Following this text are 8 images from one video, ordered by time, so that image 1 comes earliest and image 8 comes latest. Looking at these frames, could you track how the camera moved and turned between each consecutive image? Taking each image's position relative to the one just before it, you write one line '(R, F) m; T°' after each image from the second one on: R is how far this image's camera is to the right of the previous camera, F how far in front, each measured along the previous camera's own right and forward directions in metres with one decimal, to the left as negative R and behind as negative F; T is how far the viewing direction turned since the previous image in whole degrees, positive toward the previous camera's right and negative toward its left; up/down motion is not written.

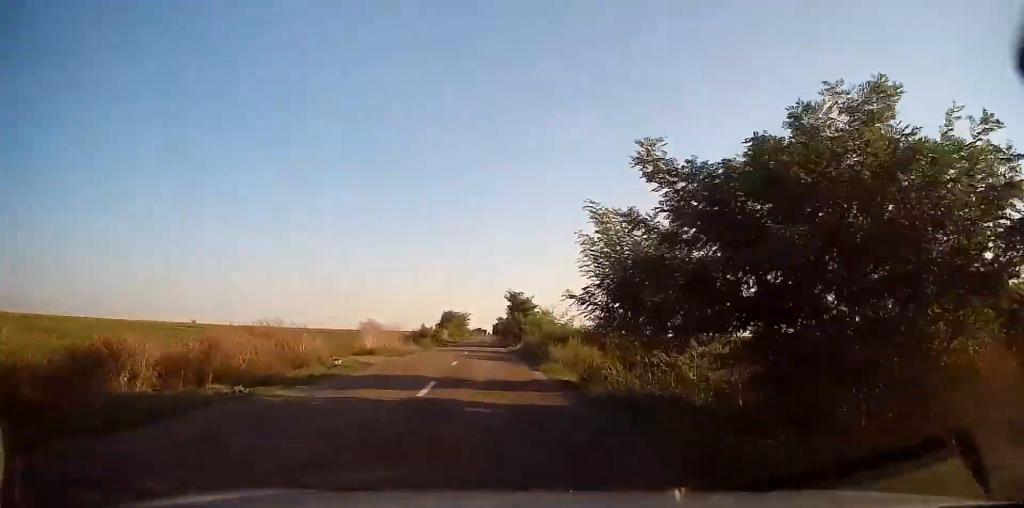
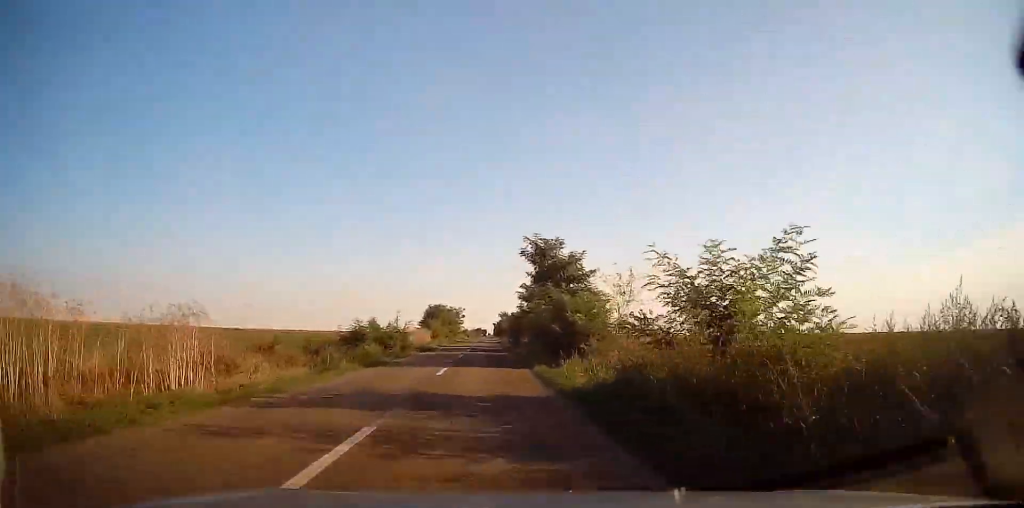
(+0.1, +28.5) m; 0°
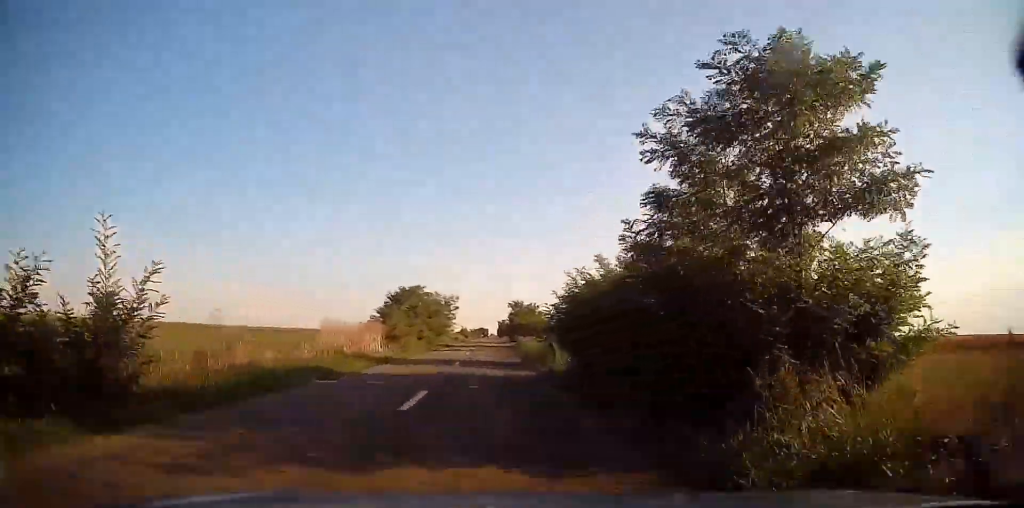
(-0.1, +31.5) m; -1°
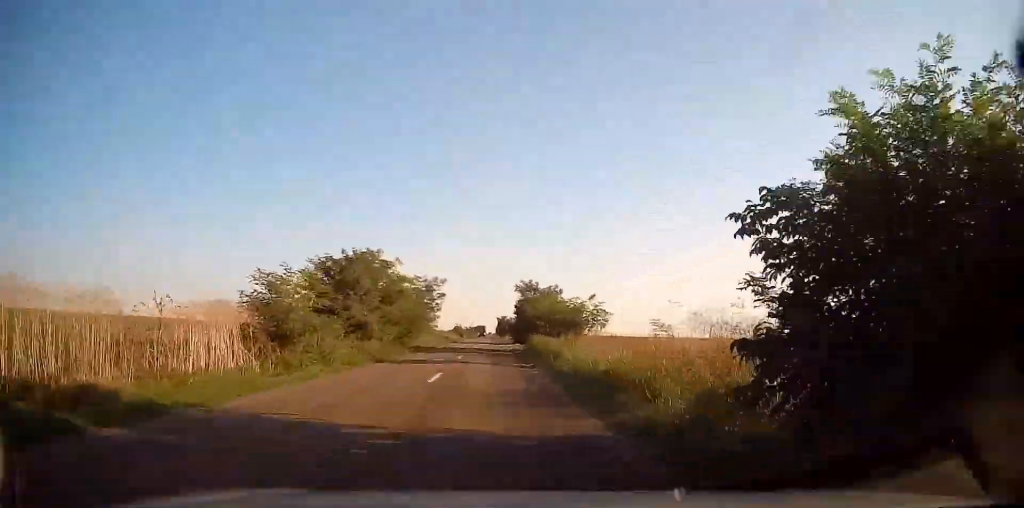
(-0.2, +19.8) m; 0°
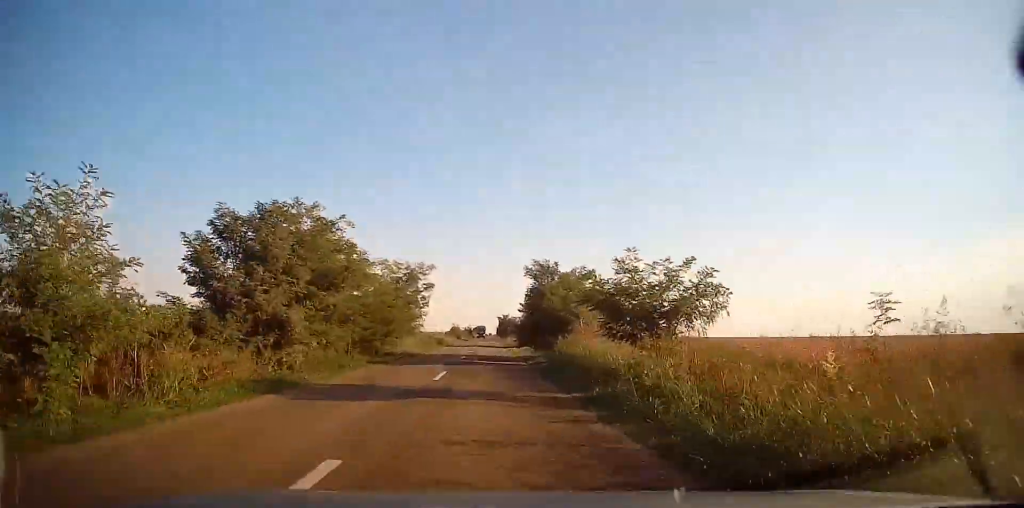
(0.0, +11.0) m; 0°
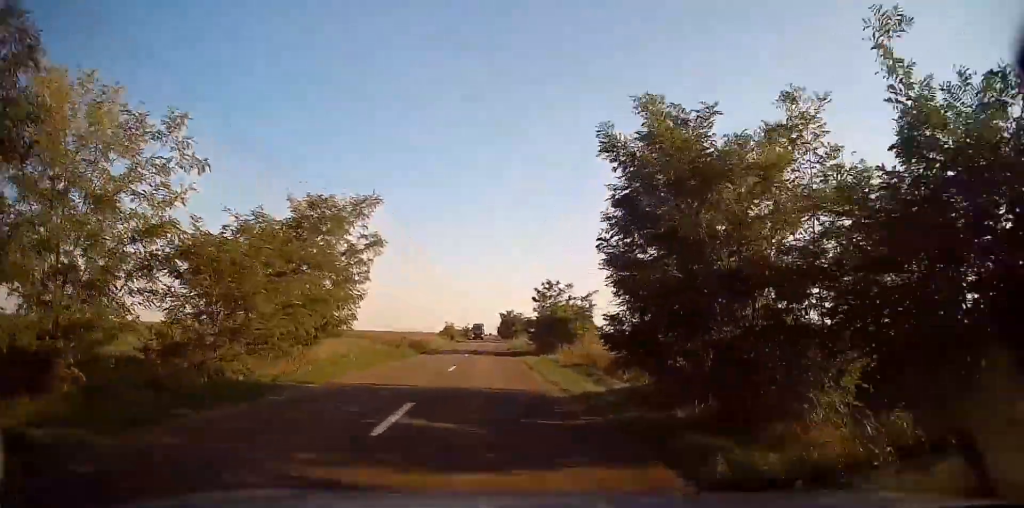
(+0.2, +19.9) m; +1°
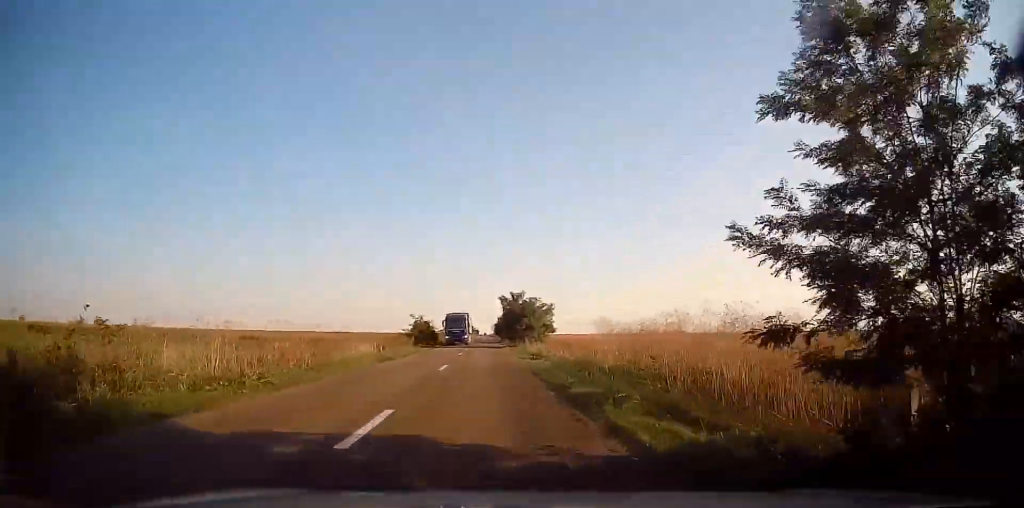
(+0.3, +37.4) m; +1°
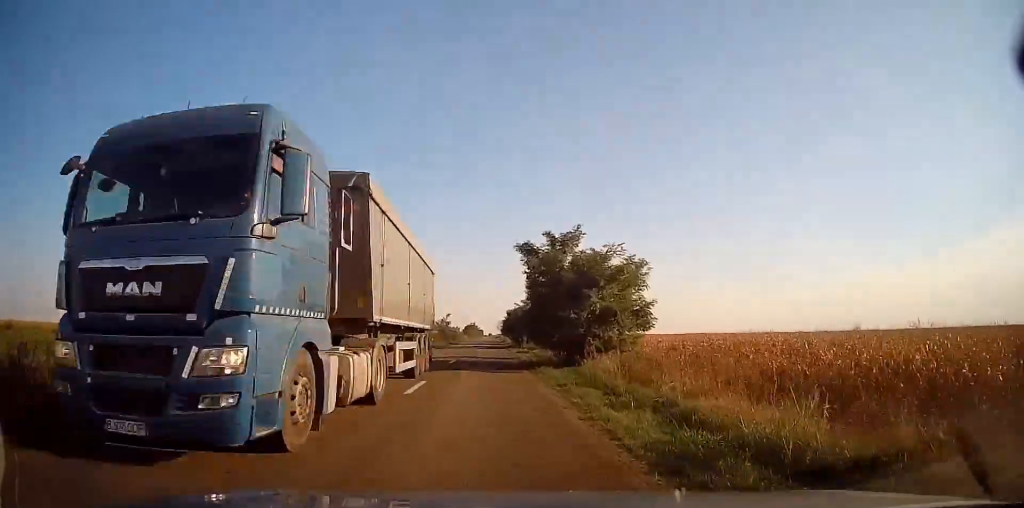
(+0.1, +31.4) m; -1°
